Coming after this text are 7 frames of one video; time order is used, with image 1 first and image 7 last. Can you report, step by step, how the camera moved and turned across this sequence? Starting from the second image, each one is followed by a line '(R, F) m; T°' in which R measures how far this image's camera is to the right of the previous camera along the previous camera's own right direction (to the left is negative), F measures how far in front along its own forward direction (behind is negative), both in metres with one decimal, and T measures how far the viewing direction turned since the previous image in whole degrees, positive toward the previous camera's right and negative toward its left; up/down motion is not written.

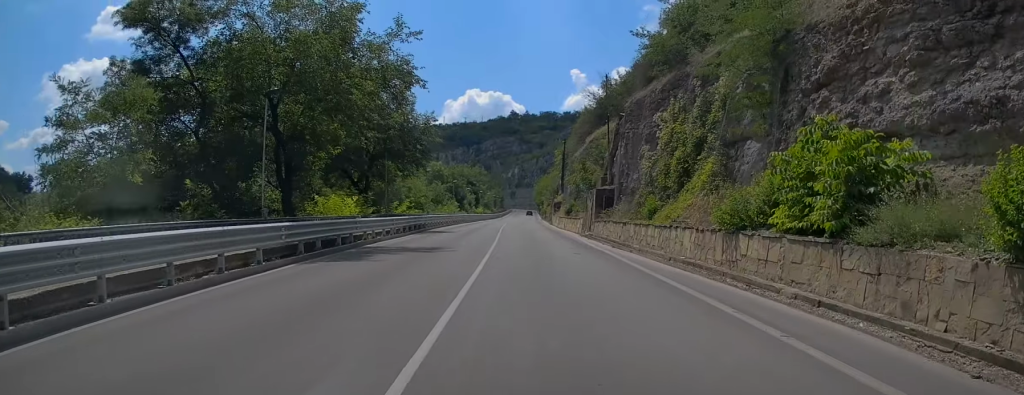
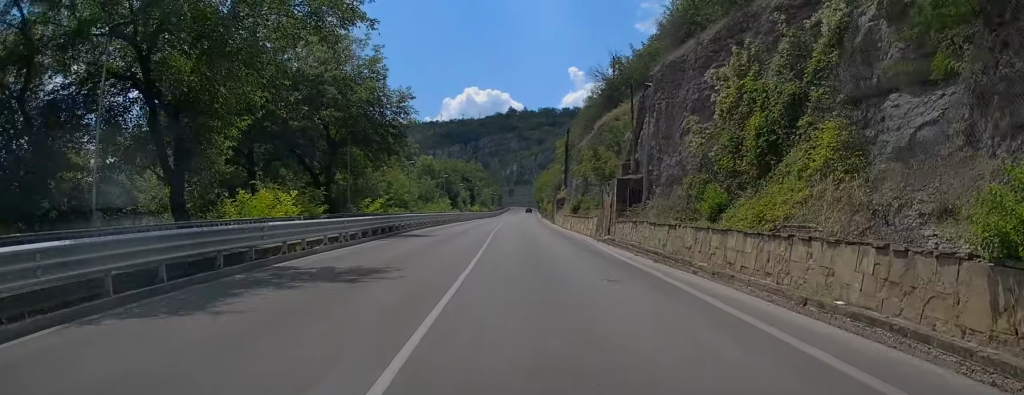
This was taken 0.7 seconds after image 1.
(+0.1, +8.4) m; +1°
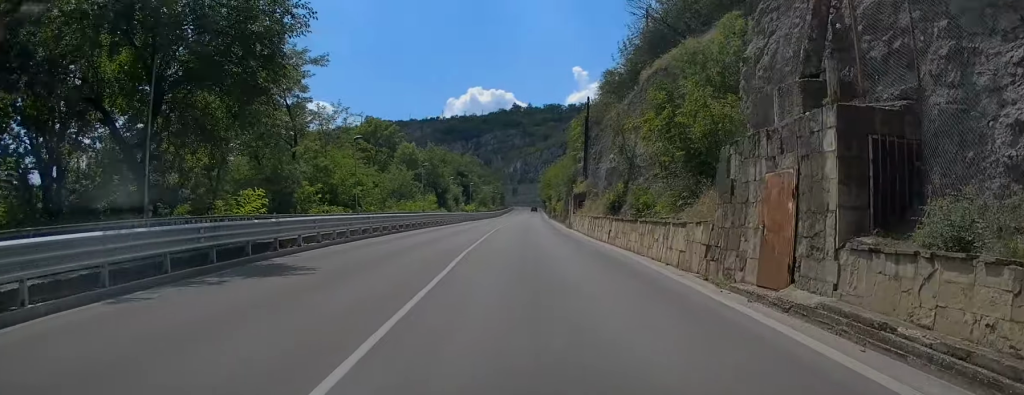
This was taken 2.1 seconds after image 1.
(+0.1, +18.4) m; 0°
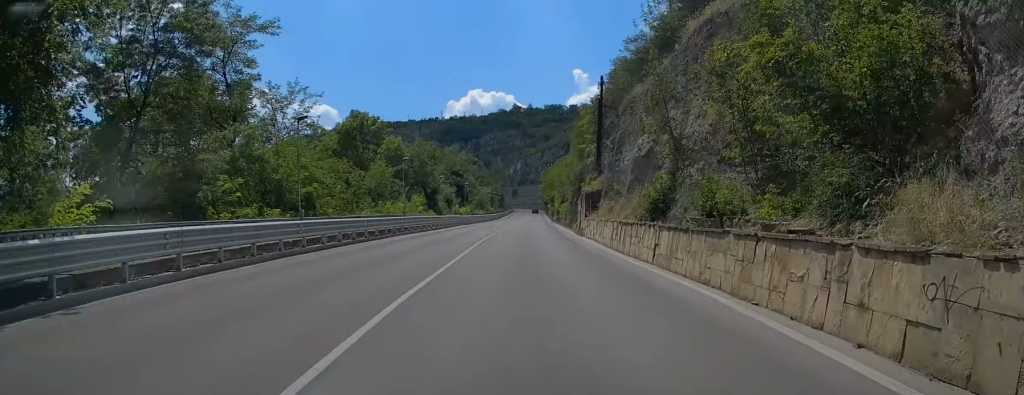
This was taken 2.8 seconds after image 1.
(0.0, +9.1) m; 0°
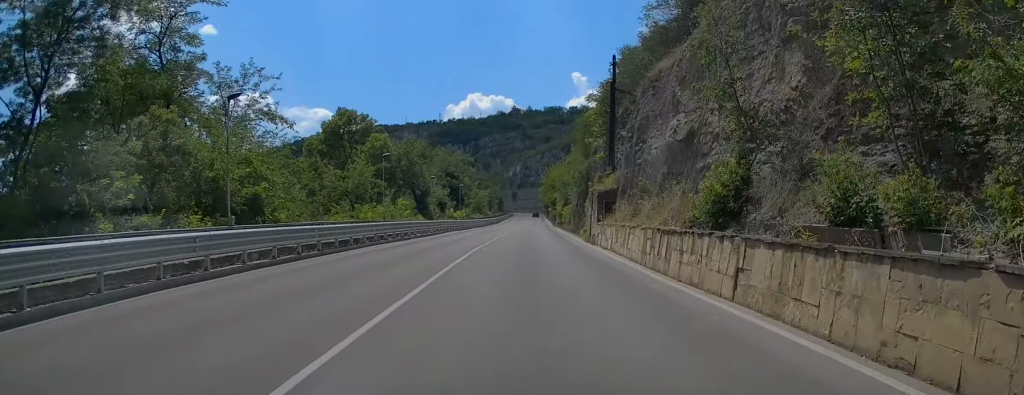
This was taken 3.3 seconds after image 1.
(0.0, +6.5) m; 0°
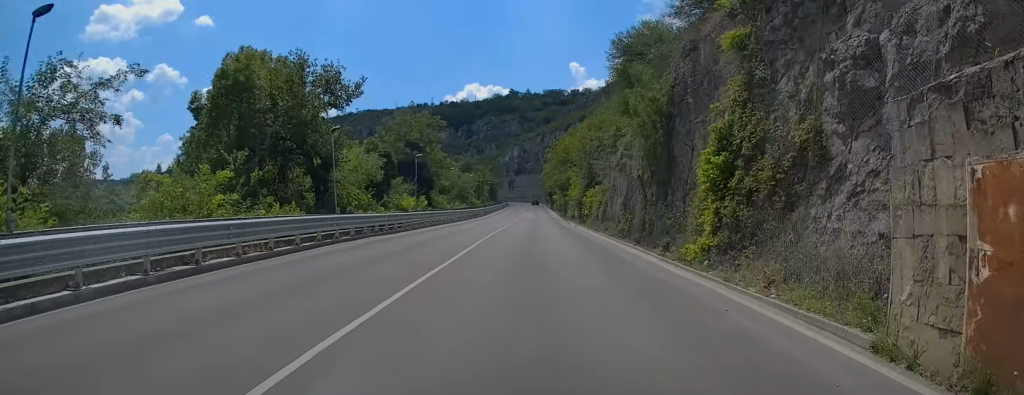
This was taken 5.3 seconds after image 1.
(+0.1, +30.9) m; +1°
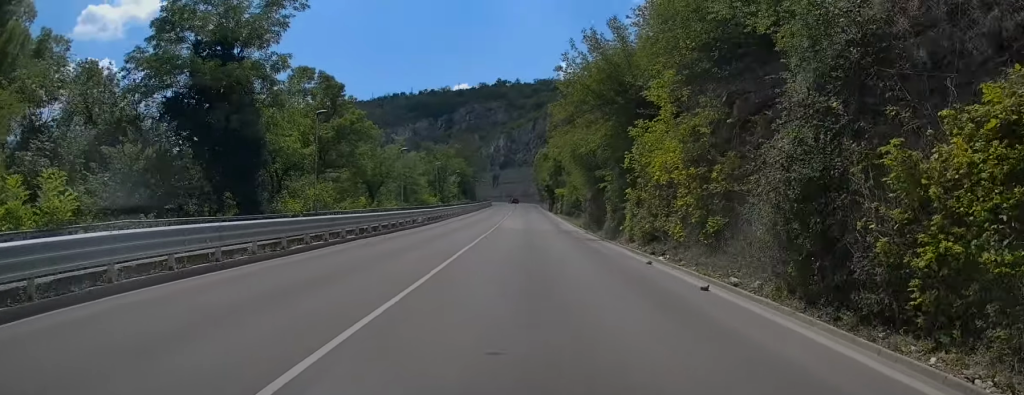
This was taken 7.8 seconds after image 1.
(-0.8, +40.8) m; -1°
